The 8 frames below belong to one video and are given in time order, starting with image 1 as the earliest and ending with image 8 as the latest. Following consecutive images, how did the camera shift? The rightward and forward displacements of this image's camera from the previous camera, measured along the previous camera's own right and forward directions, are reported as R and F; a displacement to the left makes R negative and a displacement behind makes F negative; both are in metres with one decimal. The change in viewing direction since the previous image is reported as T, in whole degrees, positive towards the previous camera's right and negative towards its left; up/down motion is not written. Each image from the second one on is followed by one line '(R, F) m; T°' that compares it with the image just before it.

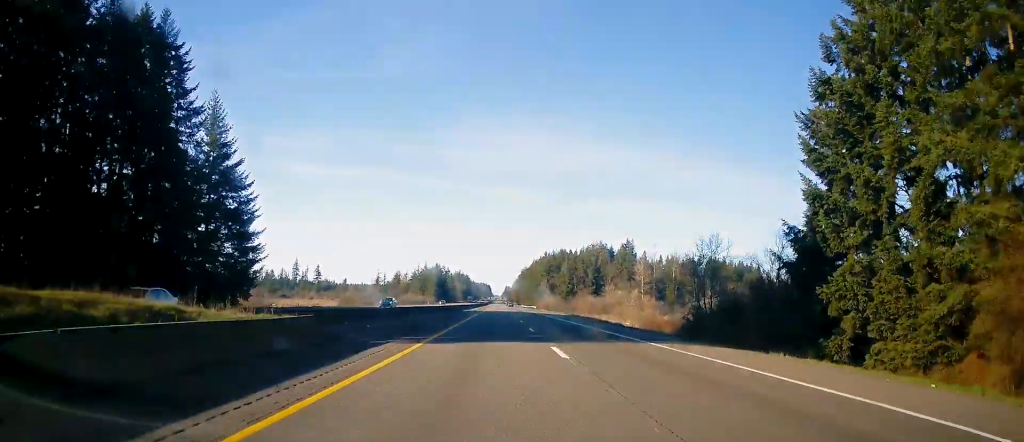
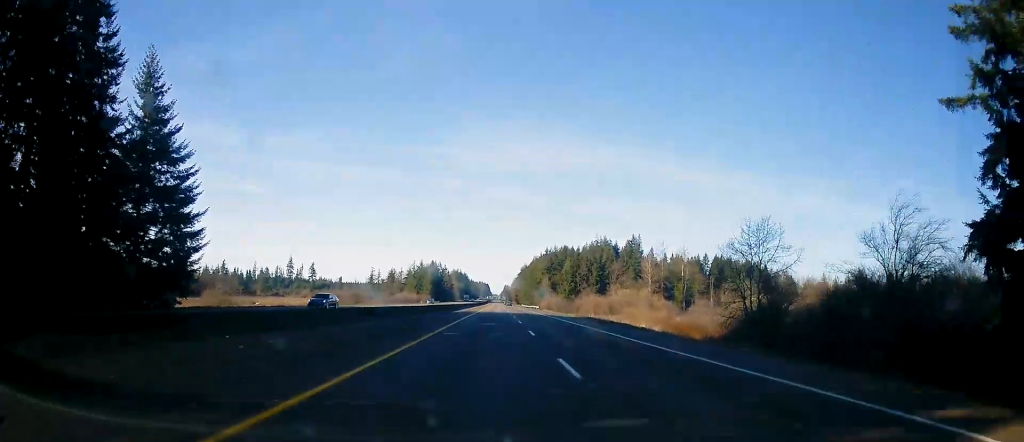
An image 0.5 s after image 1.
(+0.1, +15.7) m; 0°
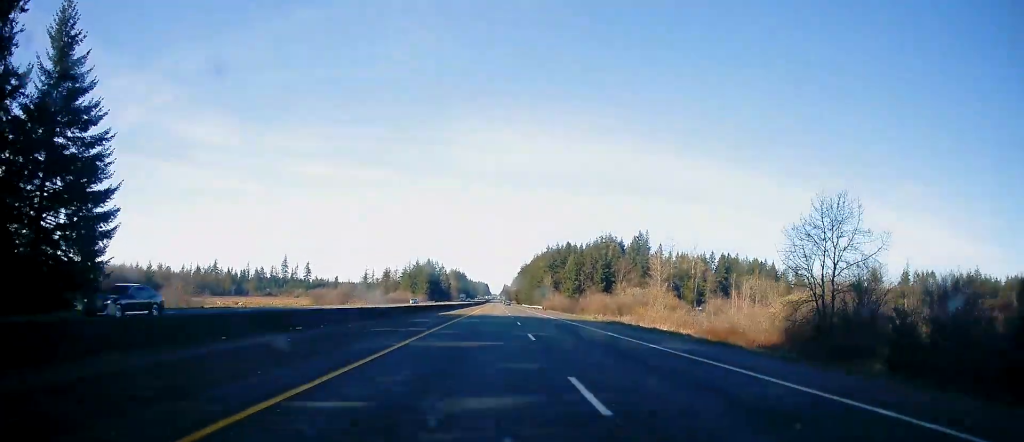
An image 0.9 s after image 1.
(-0.2, +15.5) m; 0°
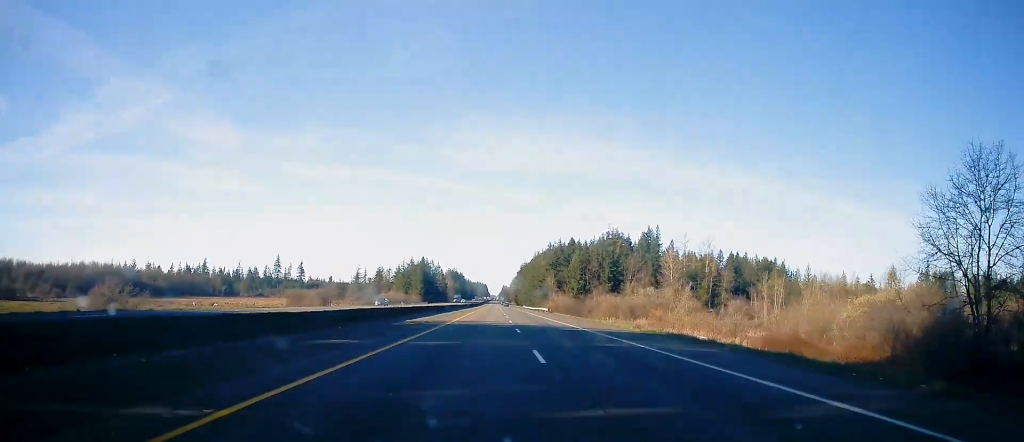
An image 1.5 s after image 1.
(-0.1, +18.9) m; 0°
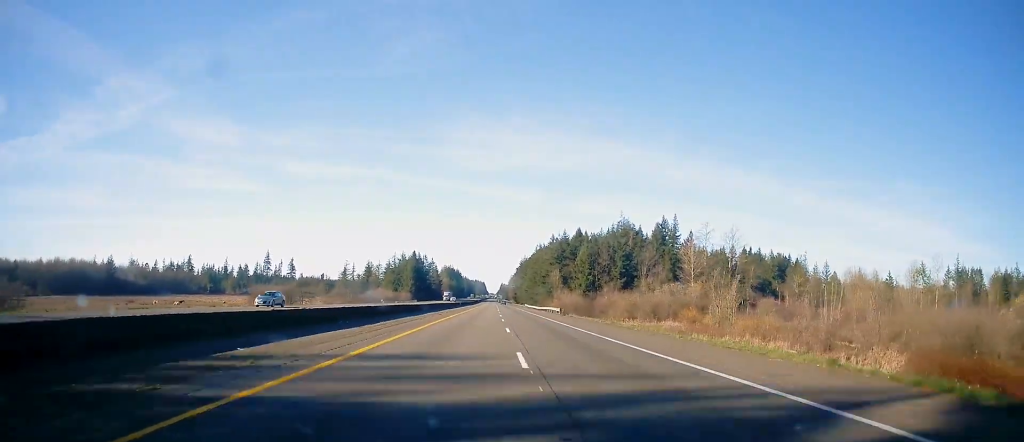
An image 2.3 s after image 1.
(0.0, +25.5) m; 0°
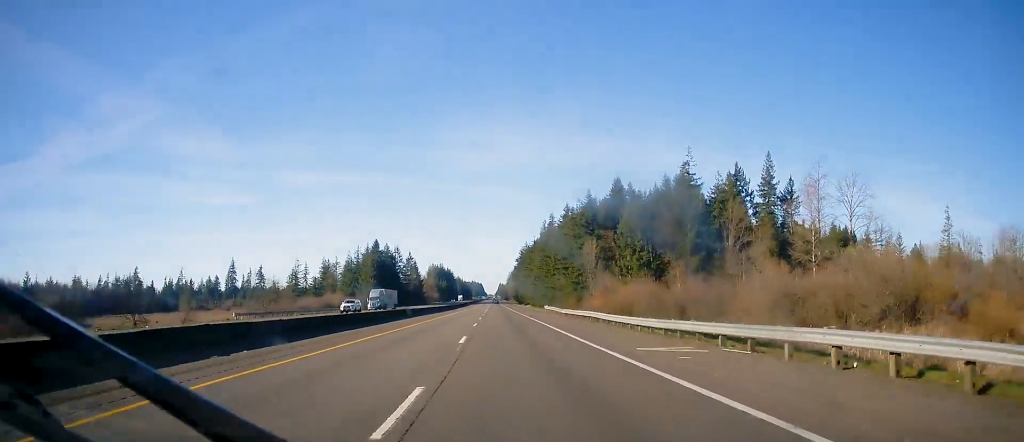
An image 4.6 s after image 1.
(+1.7, +78.6) m; +1°
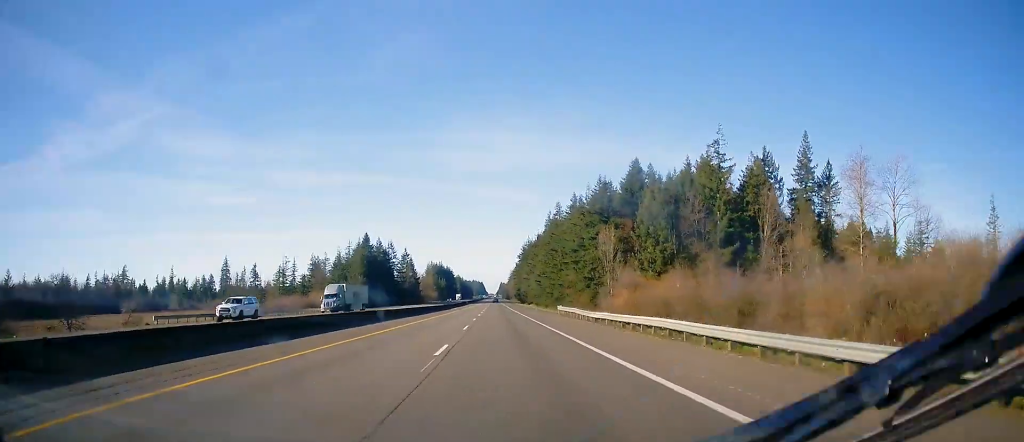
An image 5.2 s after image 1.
(-0.3, +17.7) m; -1°
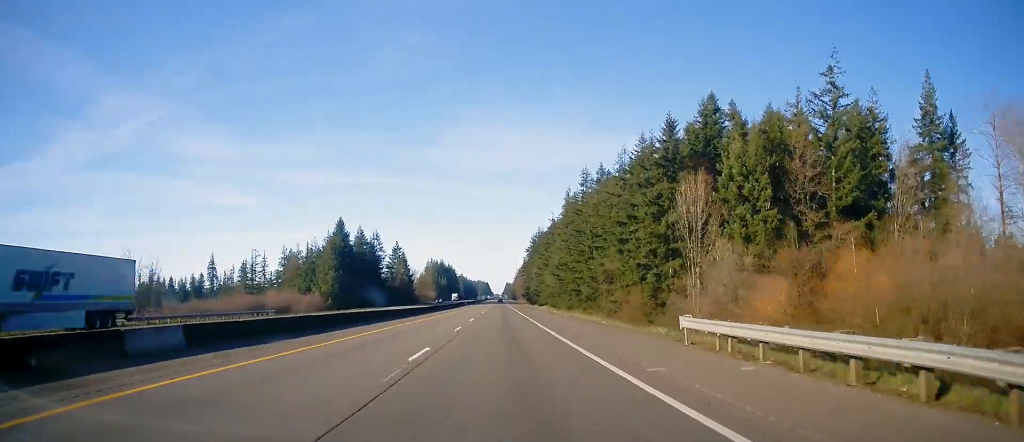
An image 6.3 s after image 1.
(-0.3, +37.6) m; 0°
